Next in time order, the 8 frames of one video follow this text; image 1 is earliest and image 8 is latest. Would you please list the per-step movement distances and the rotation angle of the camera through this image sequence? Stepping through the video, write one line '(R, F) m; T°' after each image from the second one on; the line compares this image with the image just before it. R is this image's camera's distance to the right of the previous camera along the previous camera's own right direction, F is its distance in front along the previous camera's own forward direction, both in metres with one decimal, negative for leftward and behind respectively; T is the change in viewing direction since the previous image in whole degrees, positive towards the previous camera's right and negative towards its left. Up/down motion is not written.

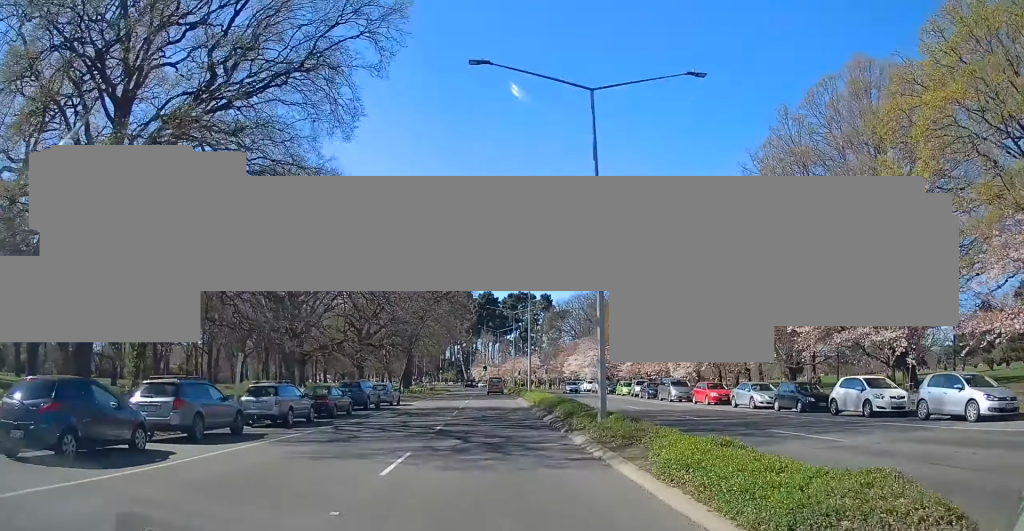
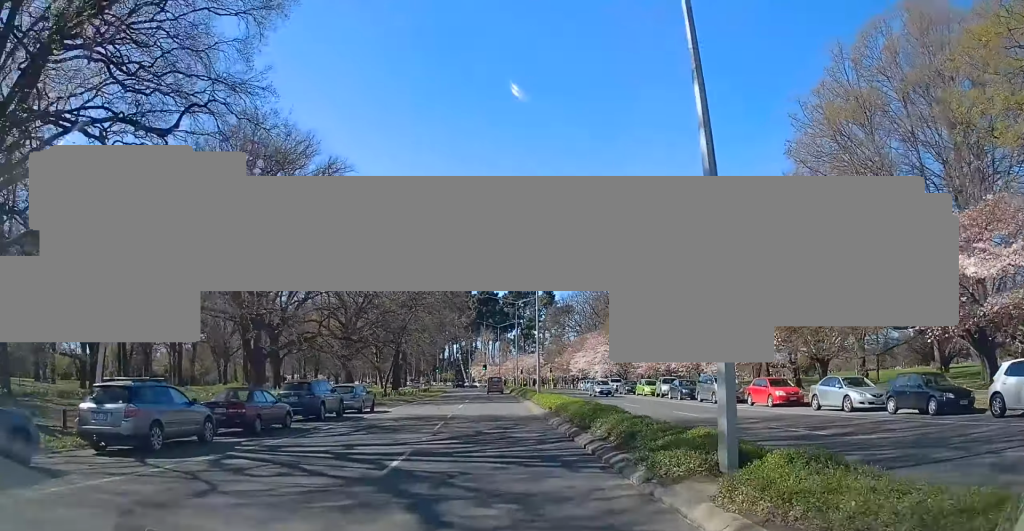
(+0.1, +9.6) m; 0°
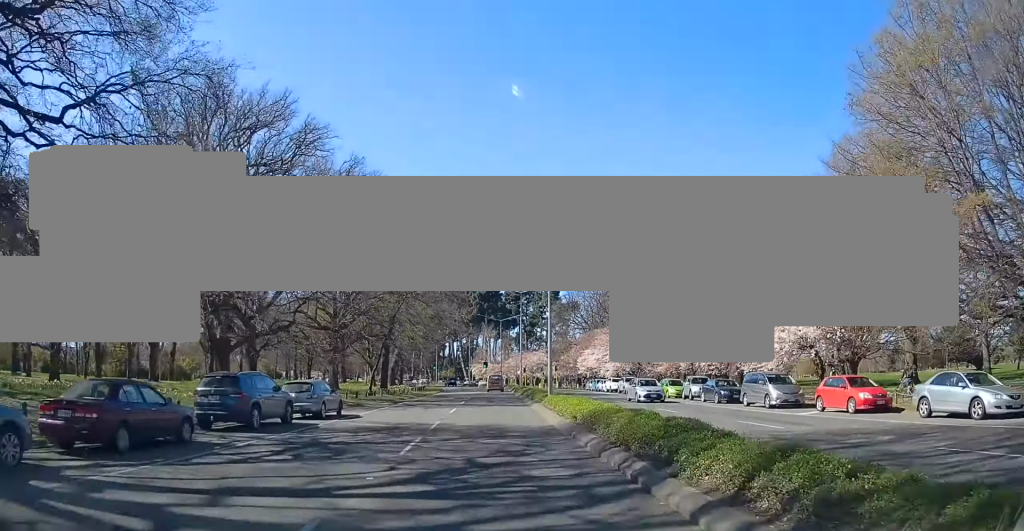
(0.0, +7.6) m; 0°
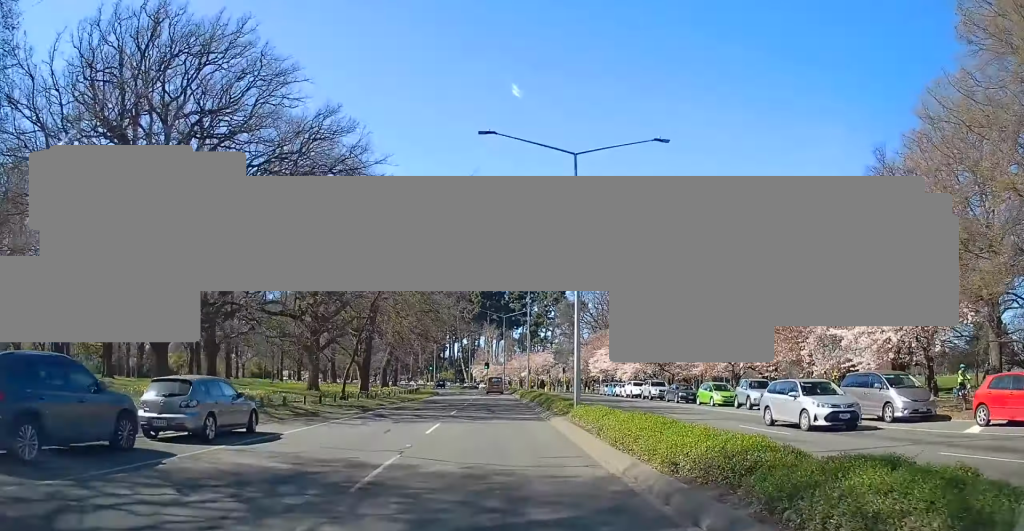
(0.0, +10.2) m; -1°
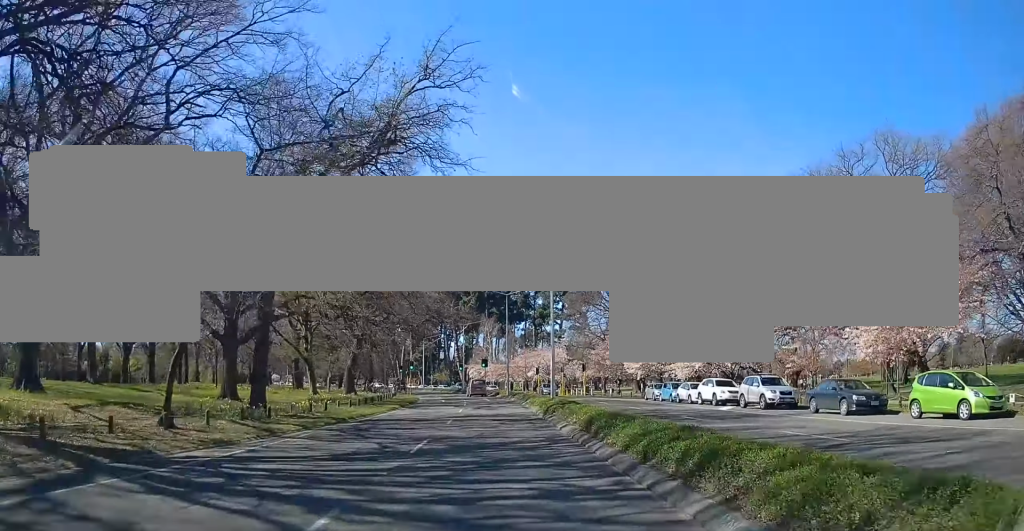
(-0.4, +23.8) m; -1°
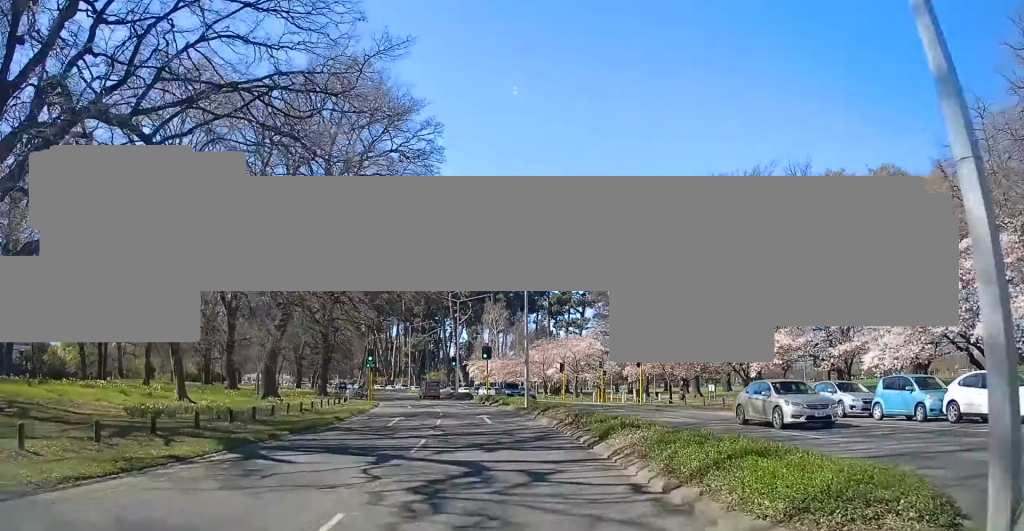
(-0.2, +29.2) m; -1°
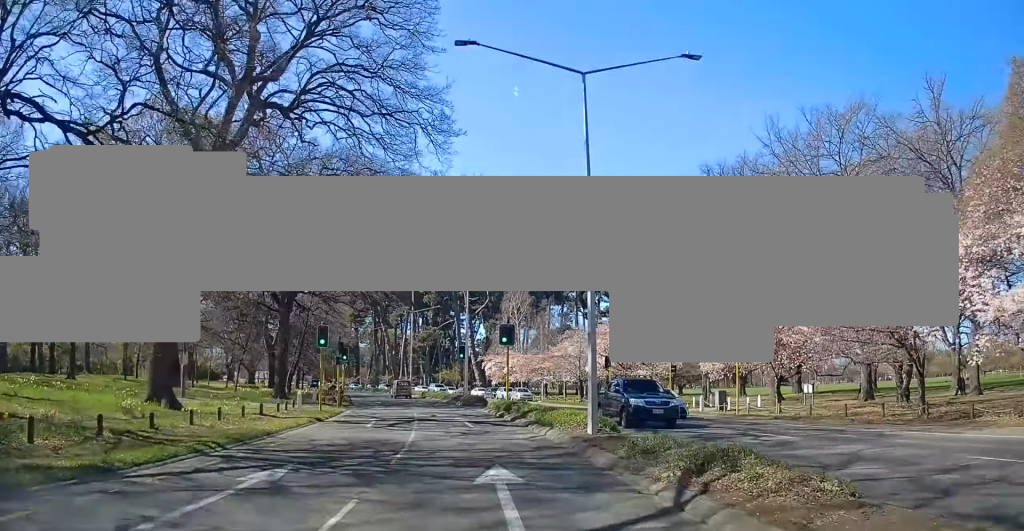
(+0.2, +18.5) m; 0°
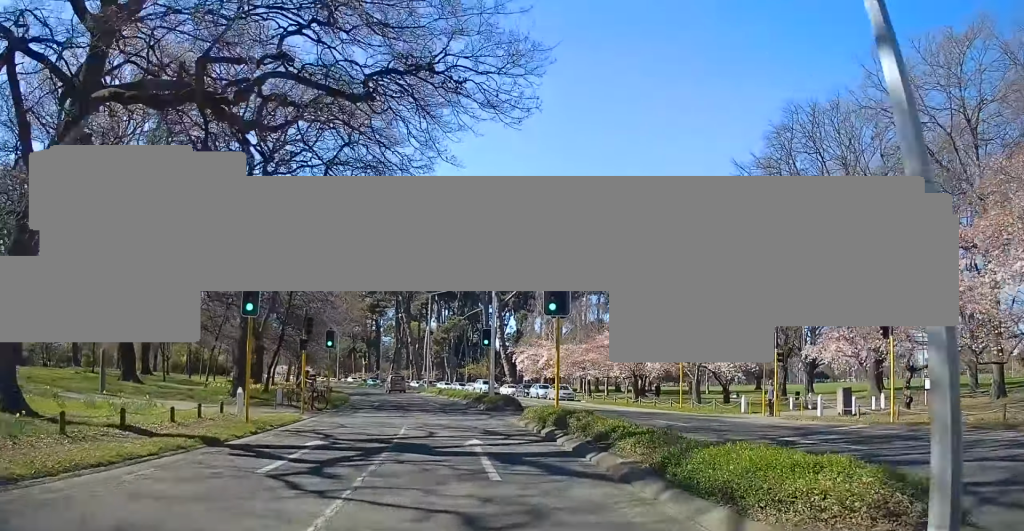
(-0.1, +12.9) m; -2°
